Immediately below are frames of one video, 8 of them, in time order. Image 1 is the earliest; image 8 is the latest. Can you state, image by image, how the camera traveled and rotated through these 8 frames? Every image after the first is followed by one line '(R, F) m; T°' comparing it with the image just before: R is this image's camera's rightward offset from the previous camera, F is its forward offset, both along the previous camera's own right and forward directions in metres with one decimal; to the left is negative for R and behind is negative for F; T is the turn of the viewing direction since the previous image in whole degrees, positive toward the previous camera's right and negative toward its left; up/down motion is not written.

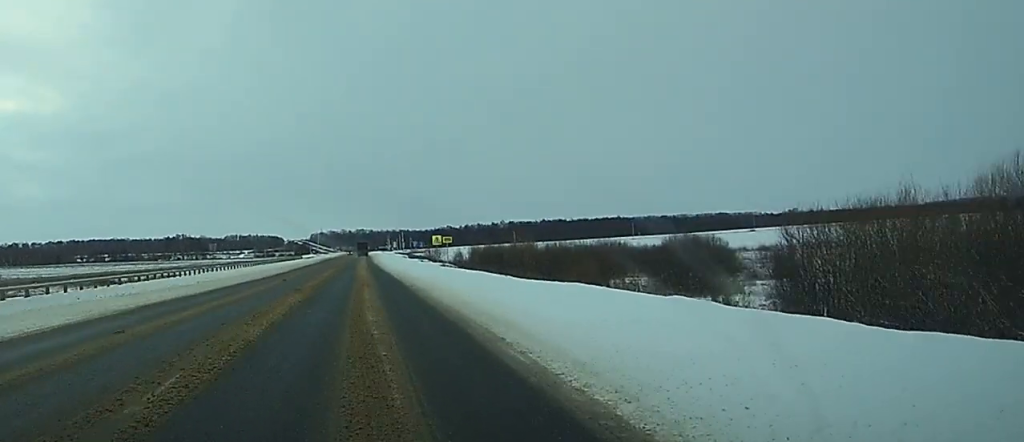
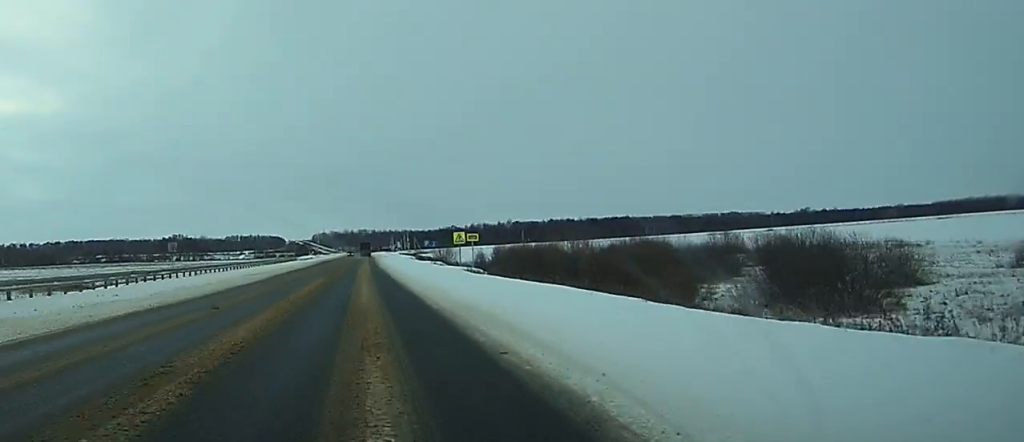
(+0.1, +19.5) m; 0°
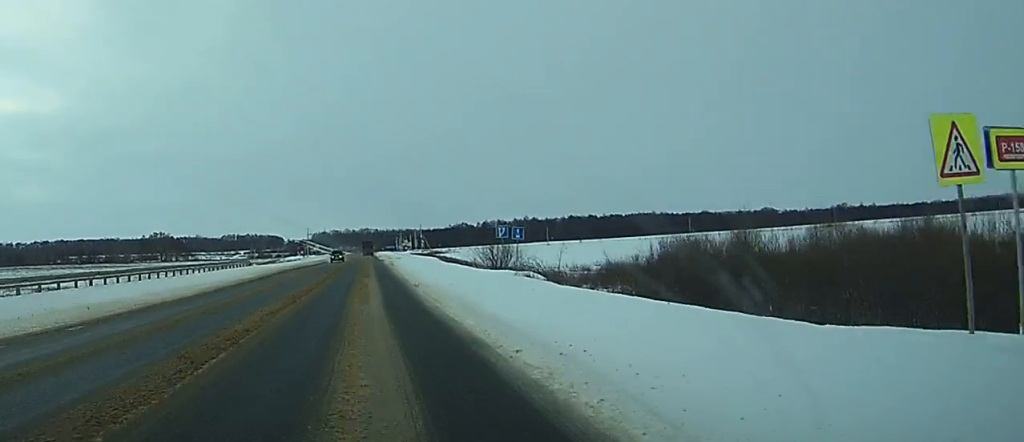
(-0.2, +62.0) m; 0°
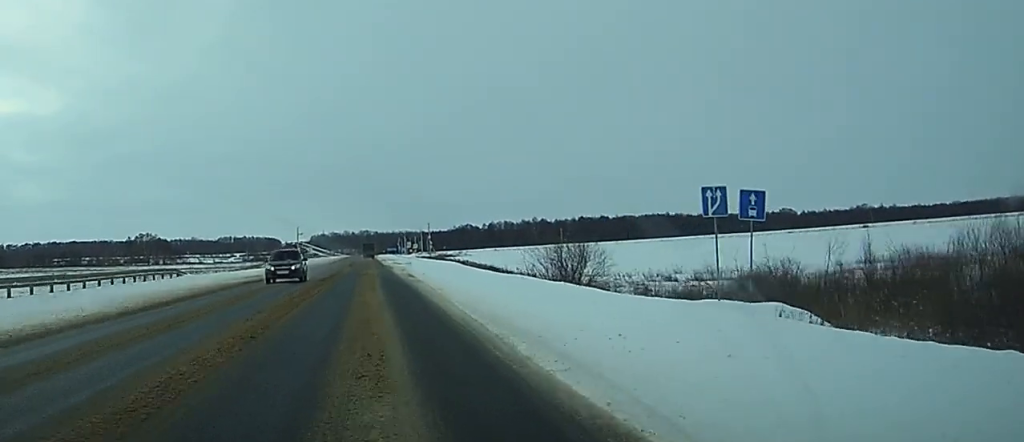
(0.0, +33.3) m; 0°
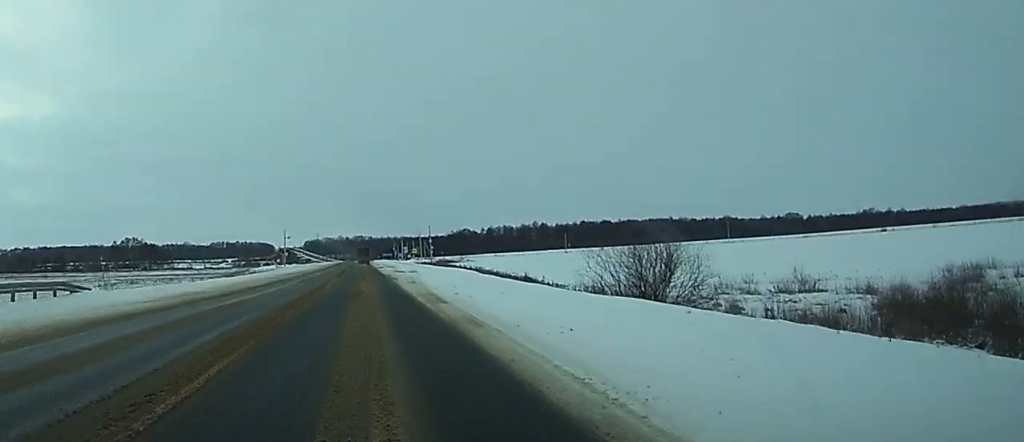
(0.0, +19.1) m; 0°
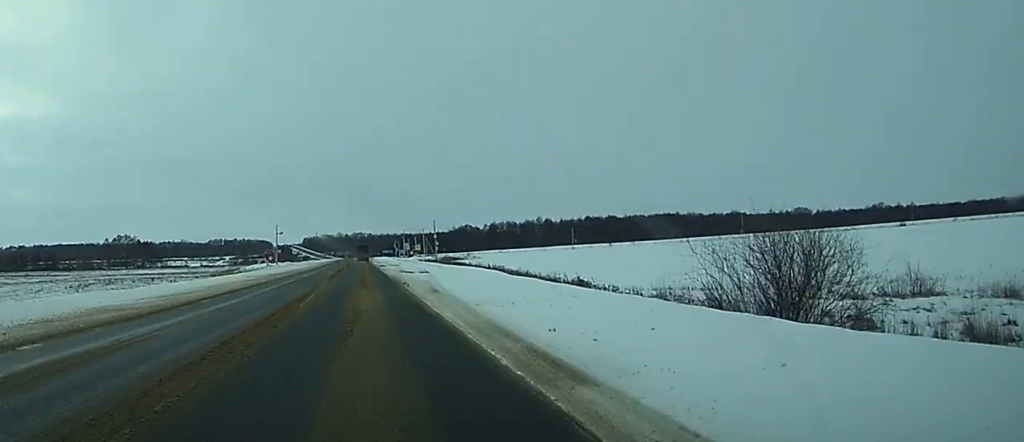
(0.0, +14.7) m; 0°
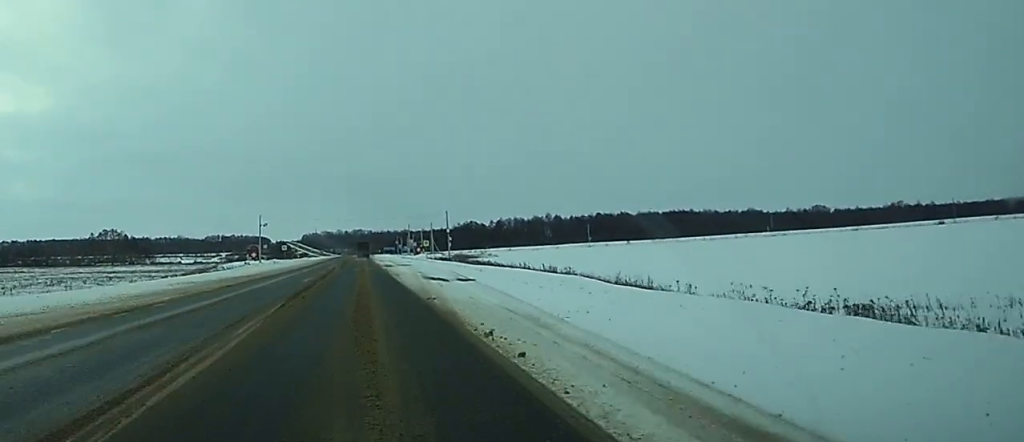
(0.0, +26.0) m; 0°
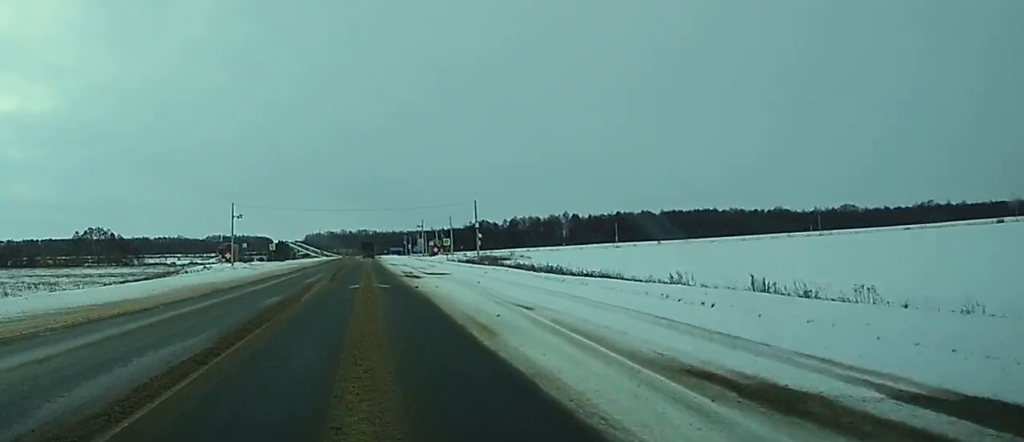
(-0.1, +32.2) m; 0°
